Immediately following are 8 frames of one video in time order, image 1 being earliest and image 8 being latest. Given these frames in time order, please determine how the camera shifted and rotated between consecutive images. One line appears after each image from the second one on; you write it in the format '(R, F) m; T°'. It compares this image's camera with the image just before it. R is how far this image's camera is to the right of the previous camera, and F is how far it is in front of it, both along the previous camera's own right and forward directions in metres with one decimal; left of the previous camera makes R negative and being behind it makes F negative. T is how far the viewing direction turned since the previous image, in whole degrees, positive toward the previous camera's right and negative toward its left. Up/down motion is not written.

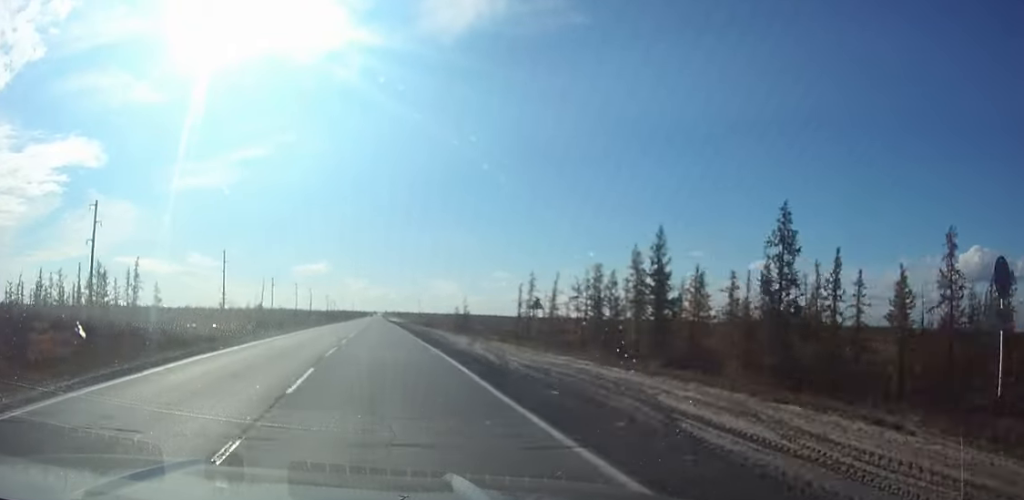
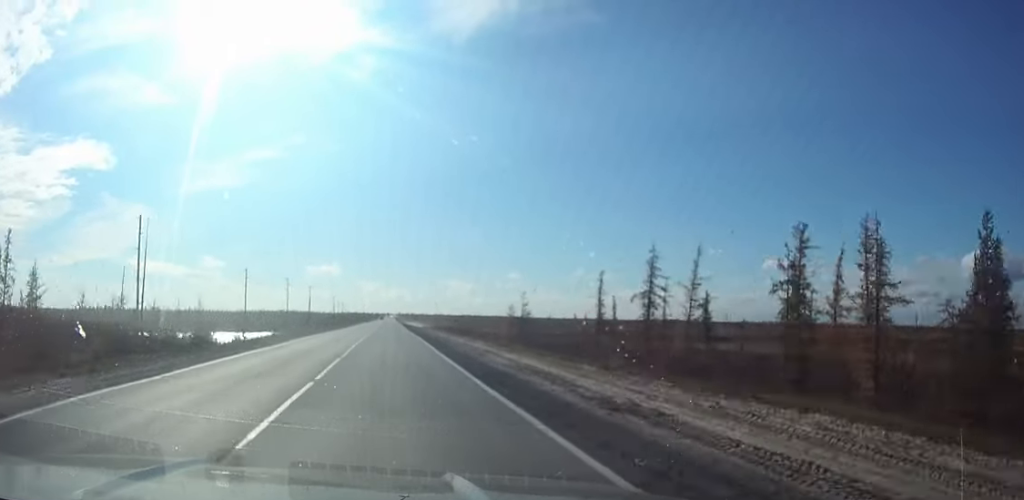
(-0.3, +40.7) m; 0°
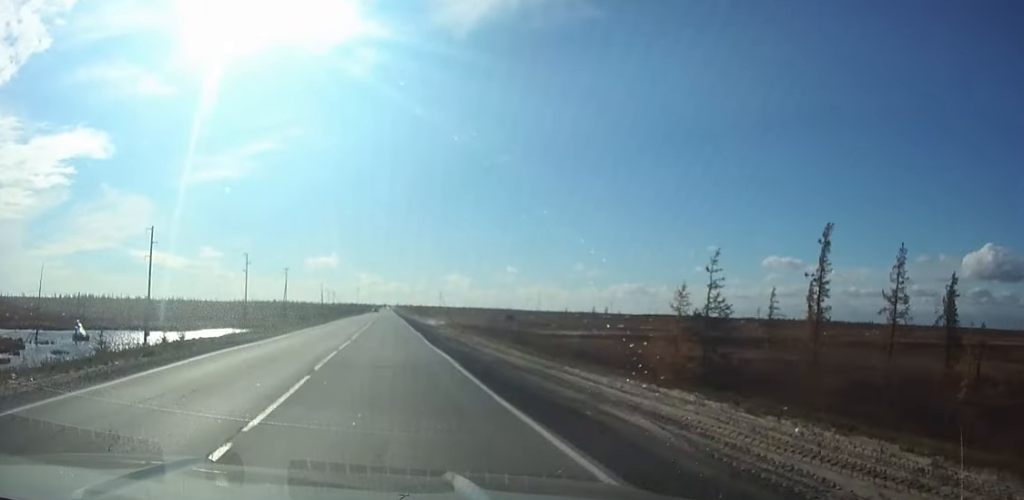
(0.0, +45.8) m; 0°
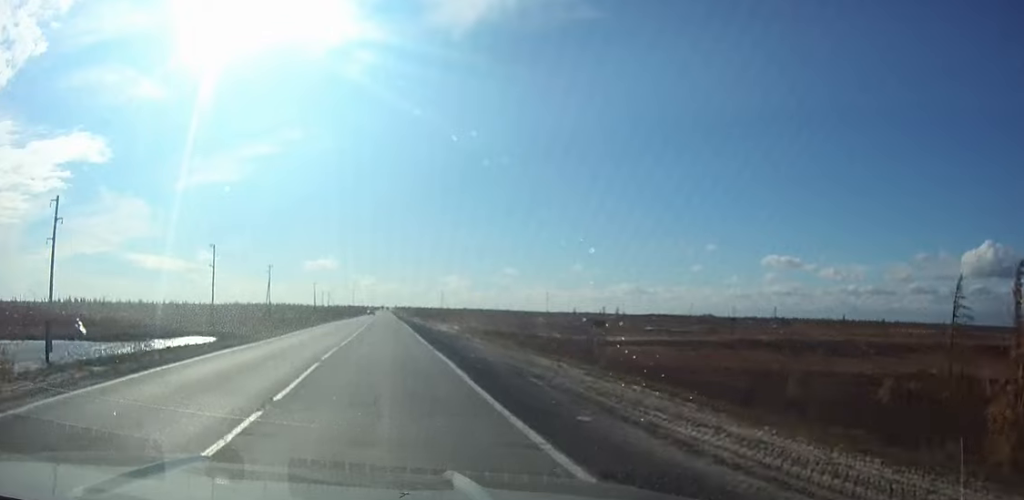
(+0.1, +22.3) m; 0°
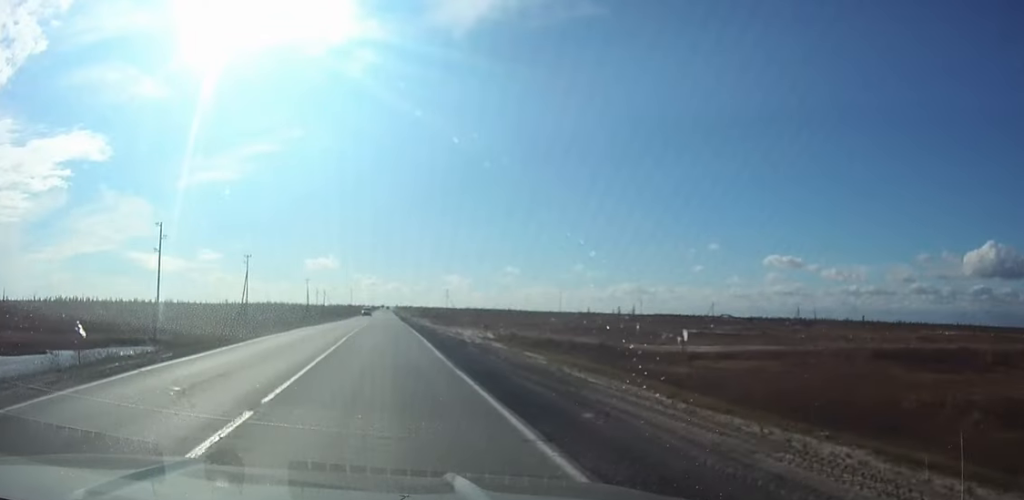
(0.0, +24.8) m; 0°
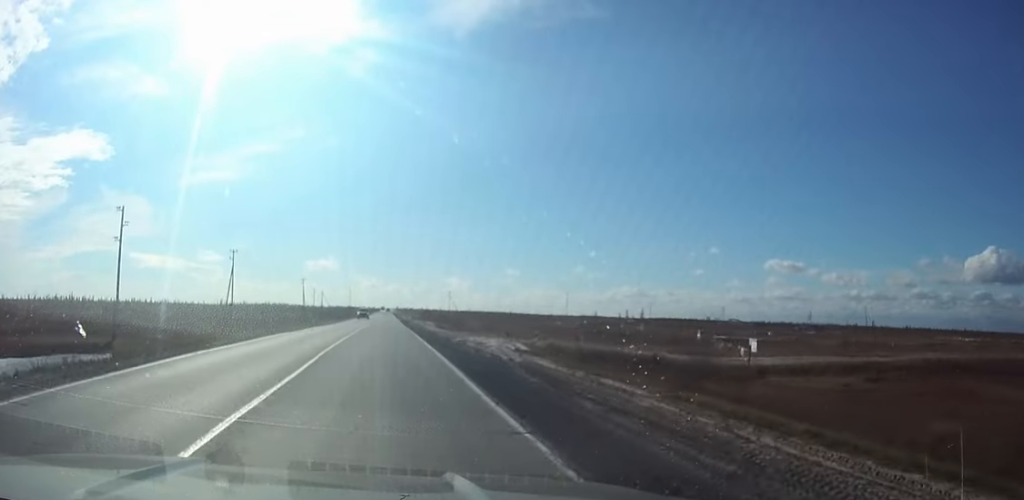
(0.0, +12.8) m; 0°
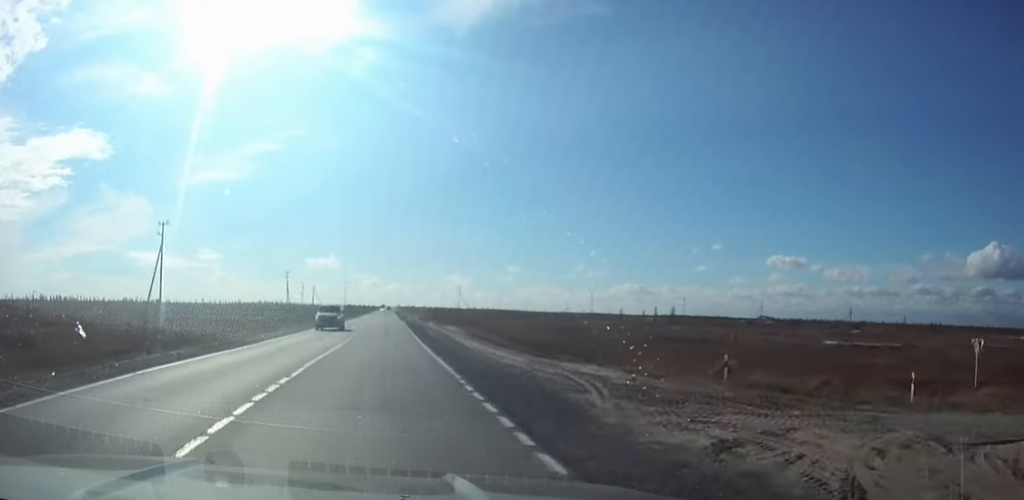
(+0.1, +37.3) m; 0°
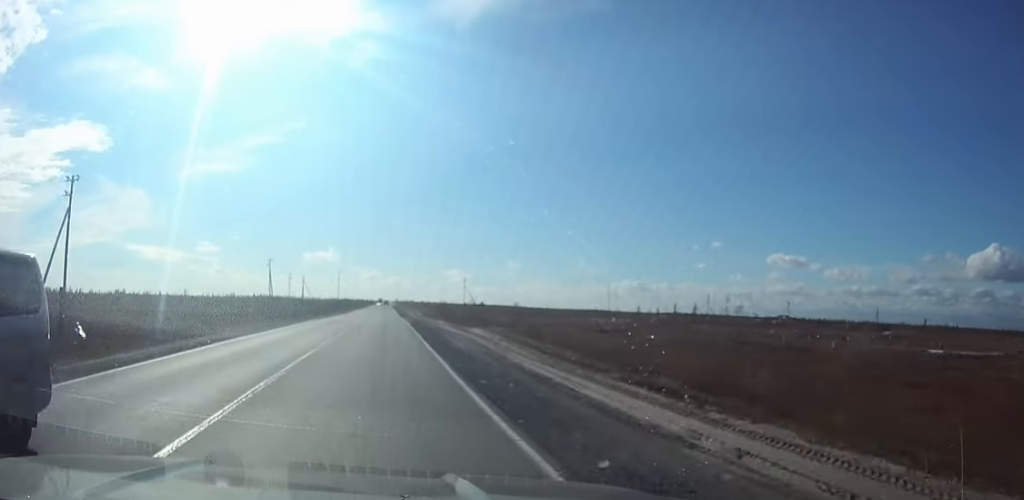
(0.0, +22.8) m; 0°
